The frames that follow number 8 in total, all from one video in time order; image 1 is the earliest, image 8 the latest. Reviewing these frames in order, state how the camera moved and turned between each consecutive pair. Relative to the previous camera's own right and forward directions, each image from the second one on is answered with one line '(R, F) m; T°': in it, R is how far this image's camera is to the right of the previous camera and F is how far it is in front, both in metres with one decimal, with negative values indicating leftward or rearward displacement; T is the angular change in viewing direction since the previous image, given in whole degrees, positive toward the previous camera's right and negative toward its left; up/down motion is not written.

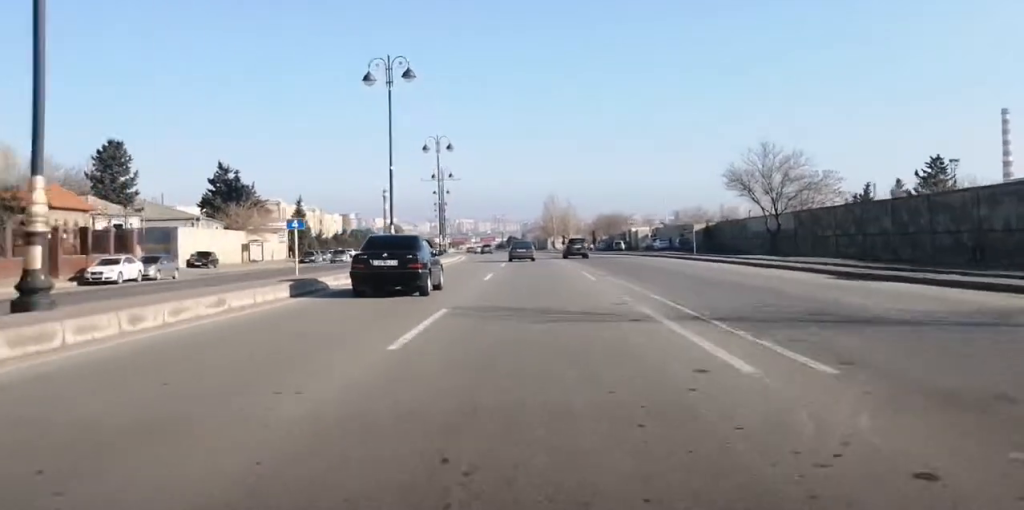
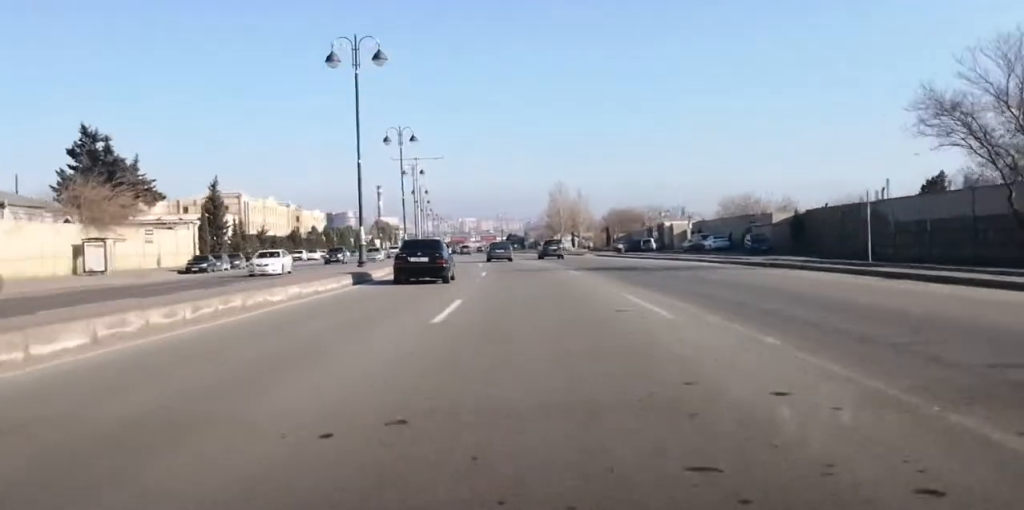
(-0.2, +37.1) m; -1°
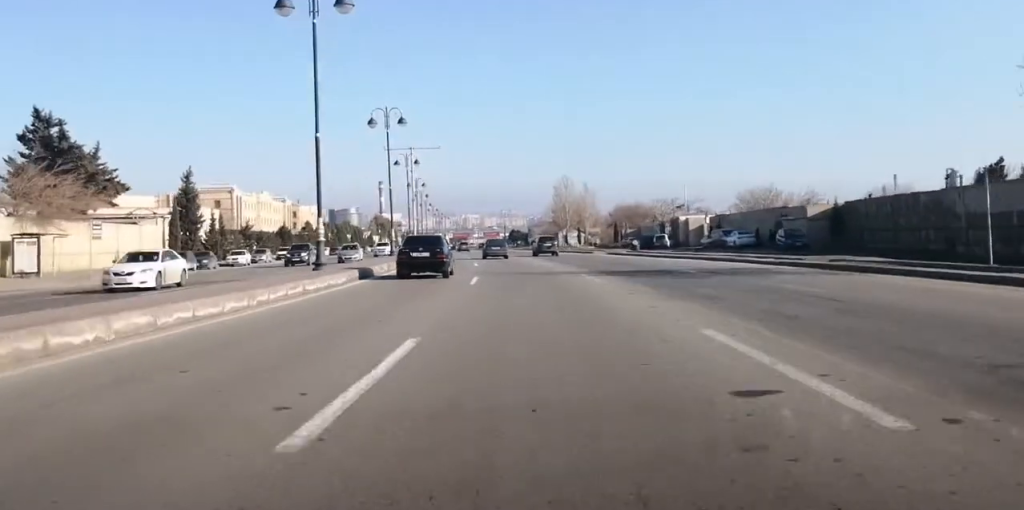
(0.0, +8.8) m; 0°
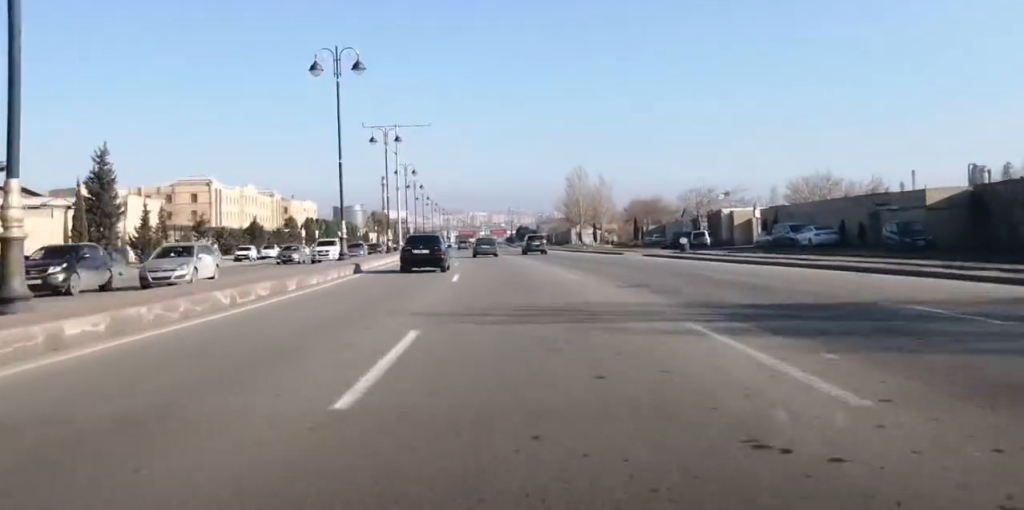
(0.0, +19.5) m; -1°
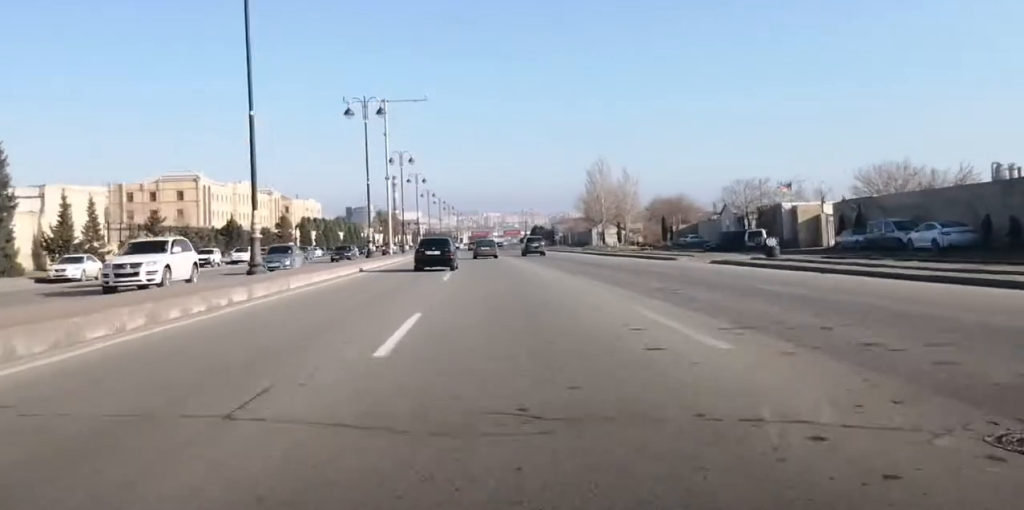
(-0.2, +17.2) m; -1°
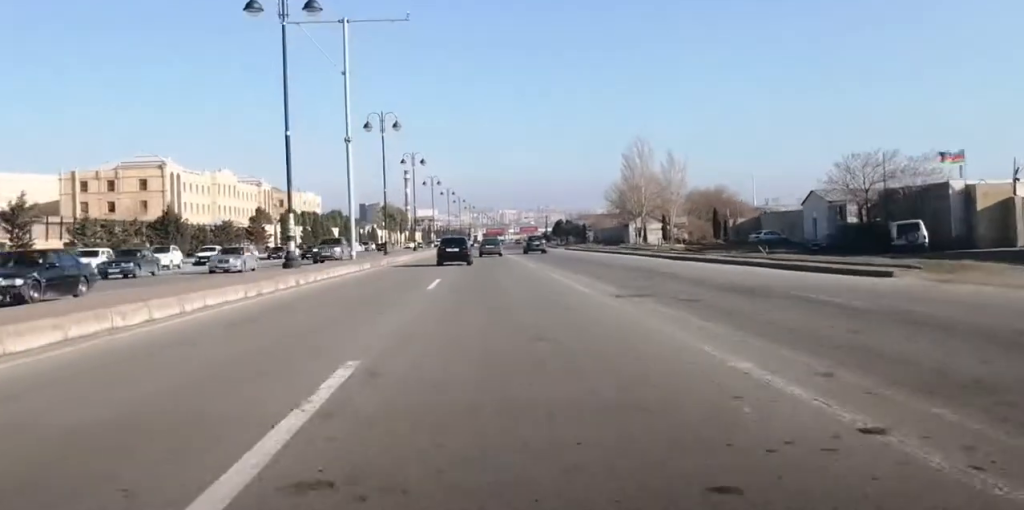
(-0.5, +26.7) m; -2°
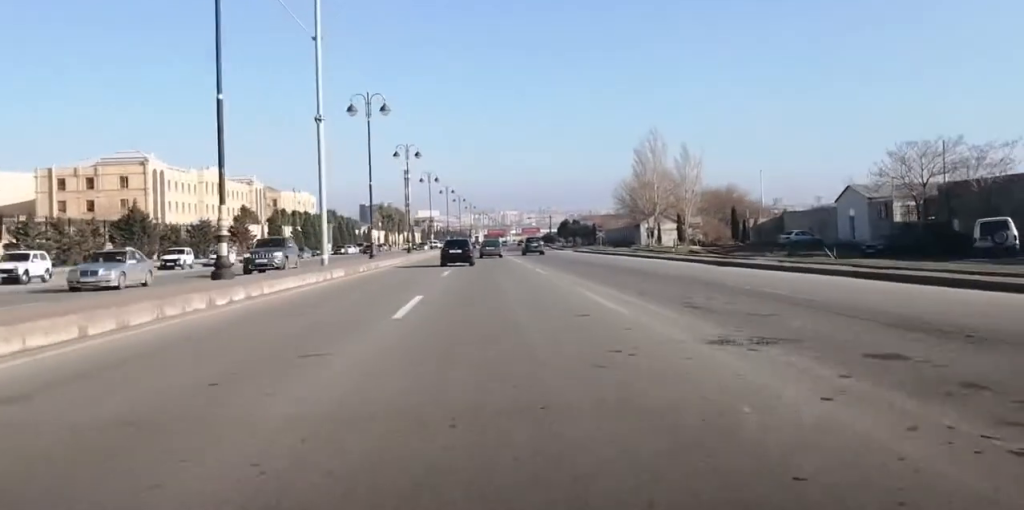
(-0.1, +8.4) m; 0°
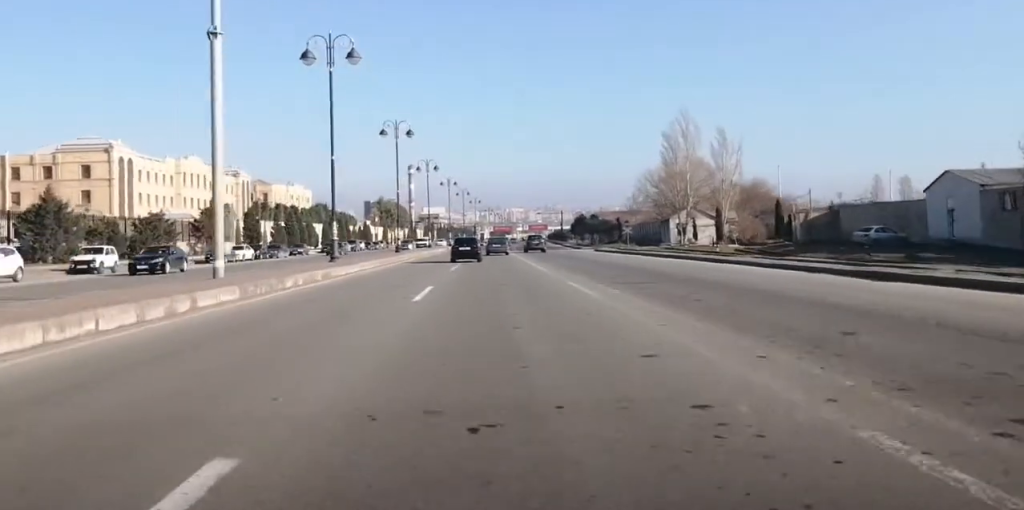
(-0.4, +16.1) m; 0°
